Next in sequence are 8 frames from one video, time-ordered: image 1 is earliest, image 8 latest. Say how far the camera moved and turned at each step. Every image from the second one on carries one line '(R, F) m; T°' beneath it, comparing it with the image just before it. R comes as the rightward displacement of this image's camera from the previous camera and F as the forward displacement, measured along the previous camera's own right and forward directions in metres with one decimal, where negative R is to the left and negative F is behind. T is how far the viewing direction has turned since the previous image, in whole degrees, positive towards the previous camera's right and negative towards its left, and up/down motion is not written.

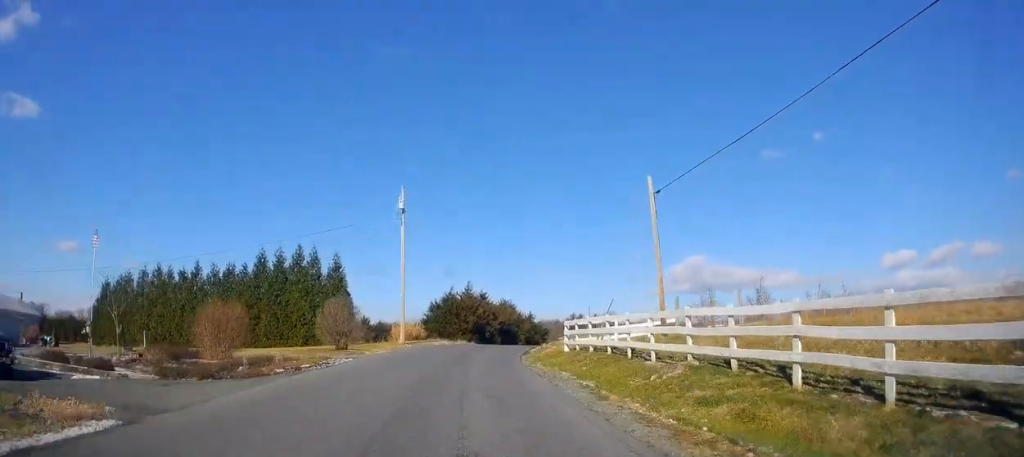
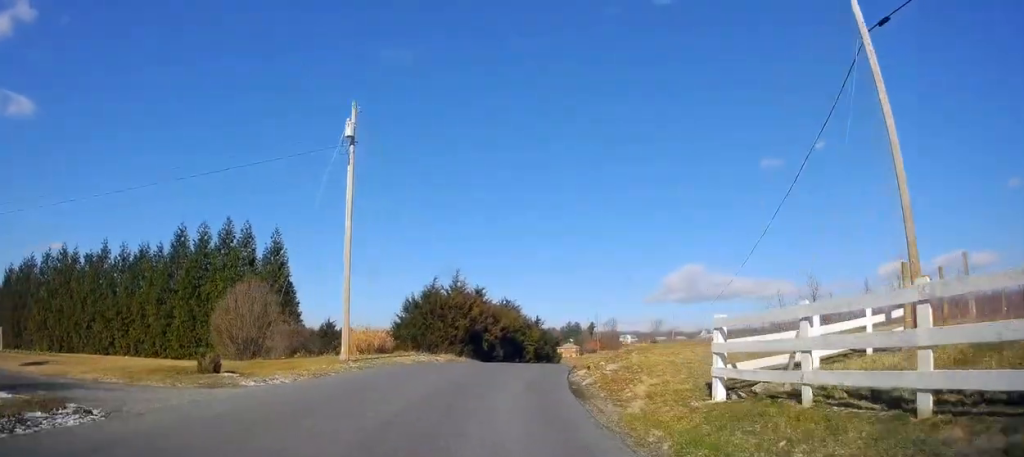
(+0.4, +16.6) m; +3°
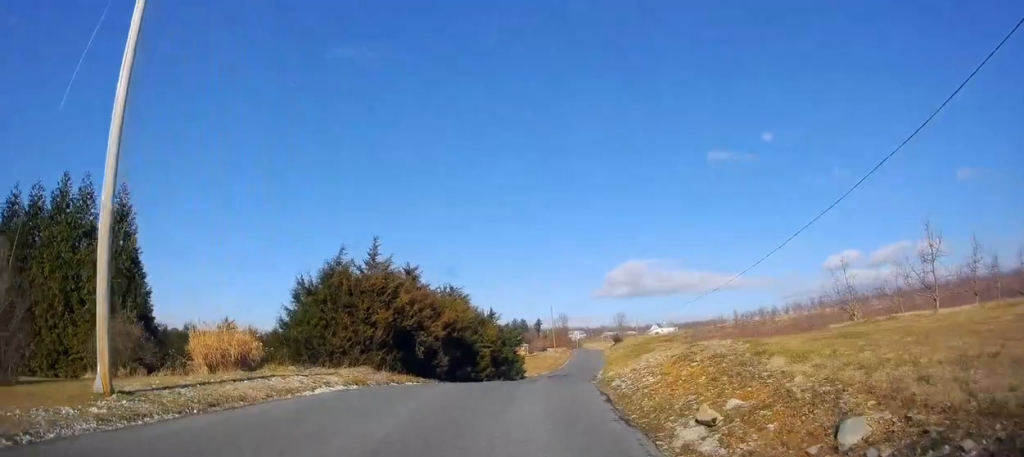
(+0.4, +14.0) m; +5°
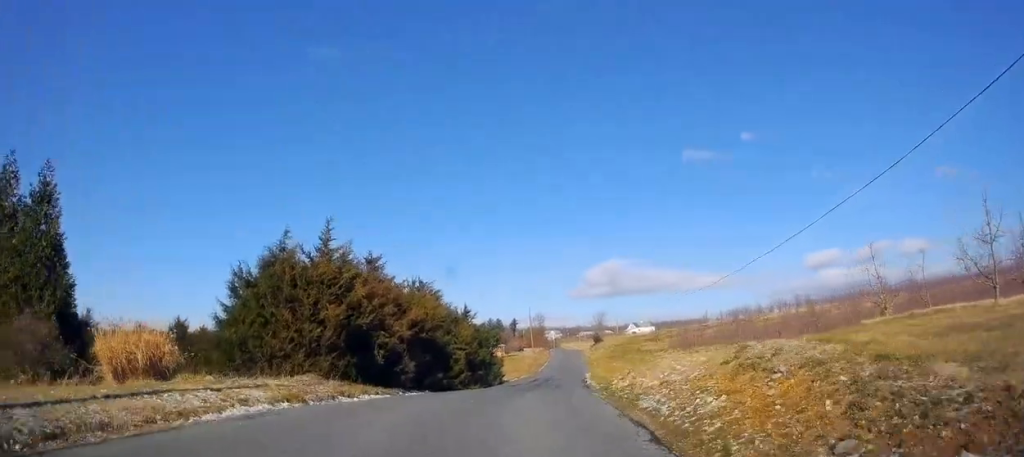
(0.0, +4.5) m; +2°
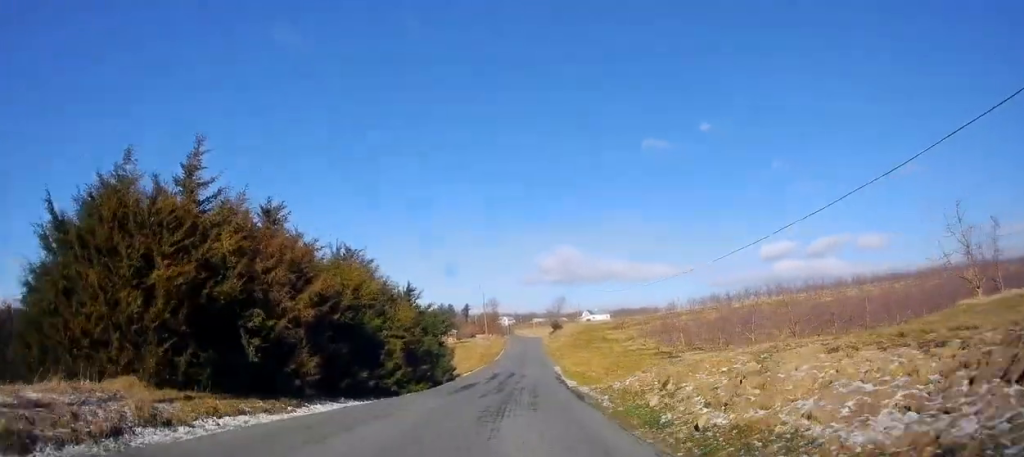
(+0.5, +8.5) m; +4°
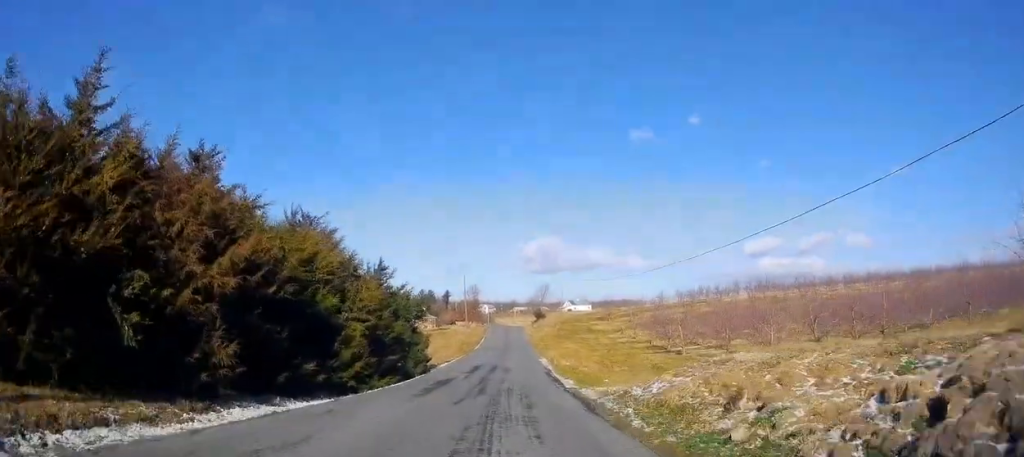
(+0.1, +4.4) m; +1°
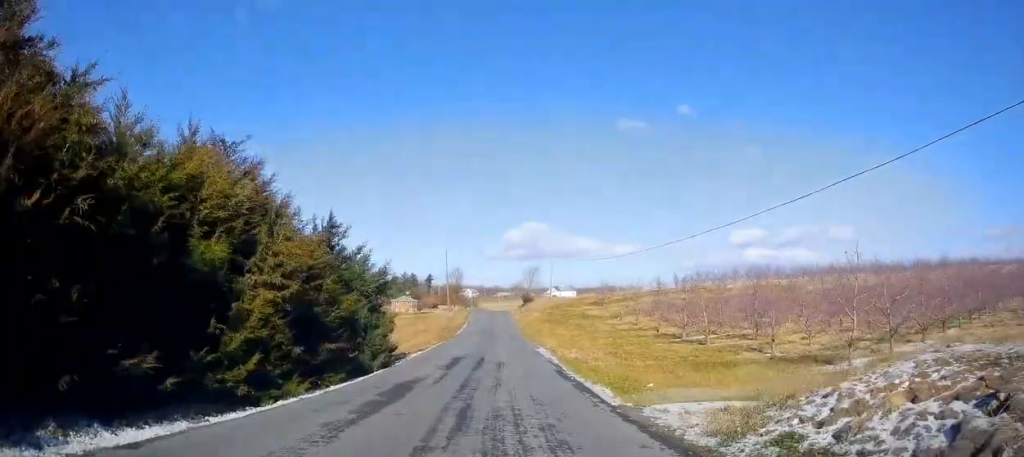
(+0.1, +7.9) m; +2°
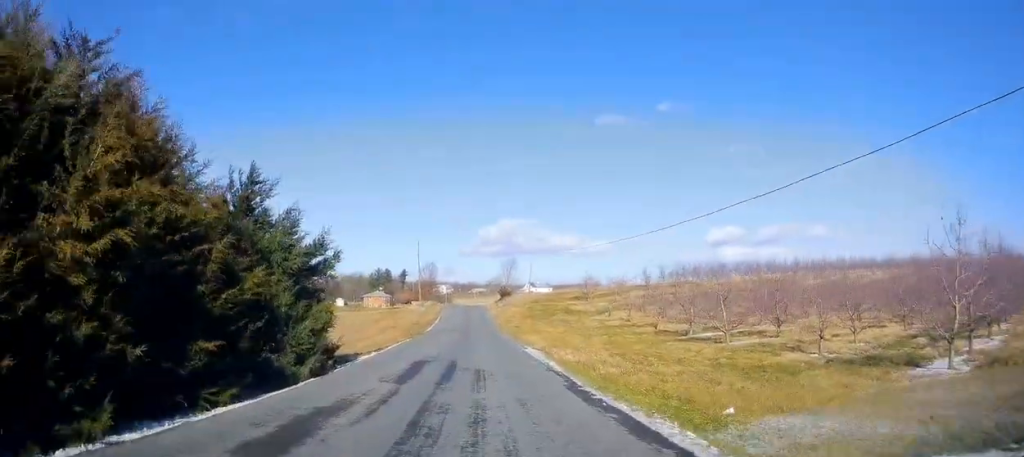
(+0.2, +6.3) m; +2°
